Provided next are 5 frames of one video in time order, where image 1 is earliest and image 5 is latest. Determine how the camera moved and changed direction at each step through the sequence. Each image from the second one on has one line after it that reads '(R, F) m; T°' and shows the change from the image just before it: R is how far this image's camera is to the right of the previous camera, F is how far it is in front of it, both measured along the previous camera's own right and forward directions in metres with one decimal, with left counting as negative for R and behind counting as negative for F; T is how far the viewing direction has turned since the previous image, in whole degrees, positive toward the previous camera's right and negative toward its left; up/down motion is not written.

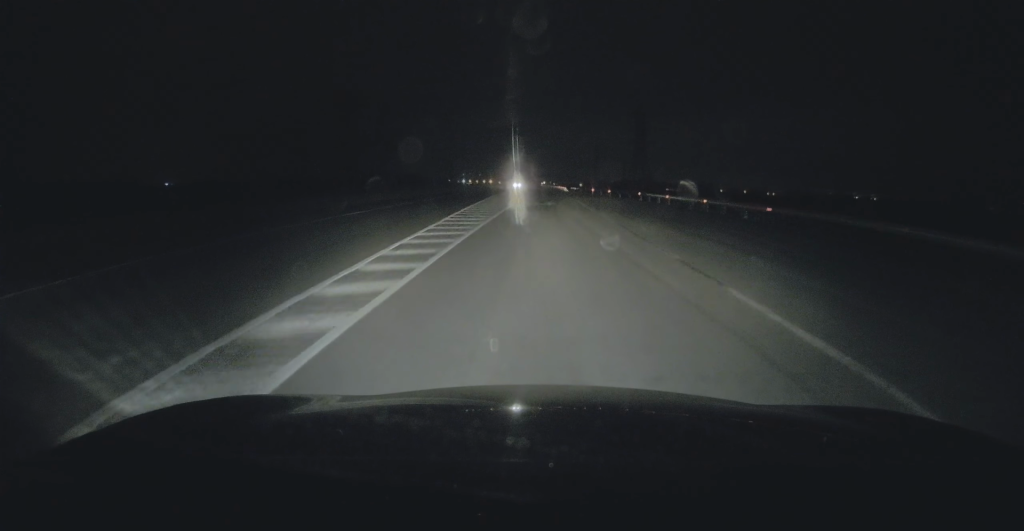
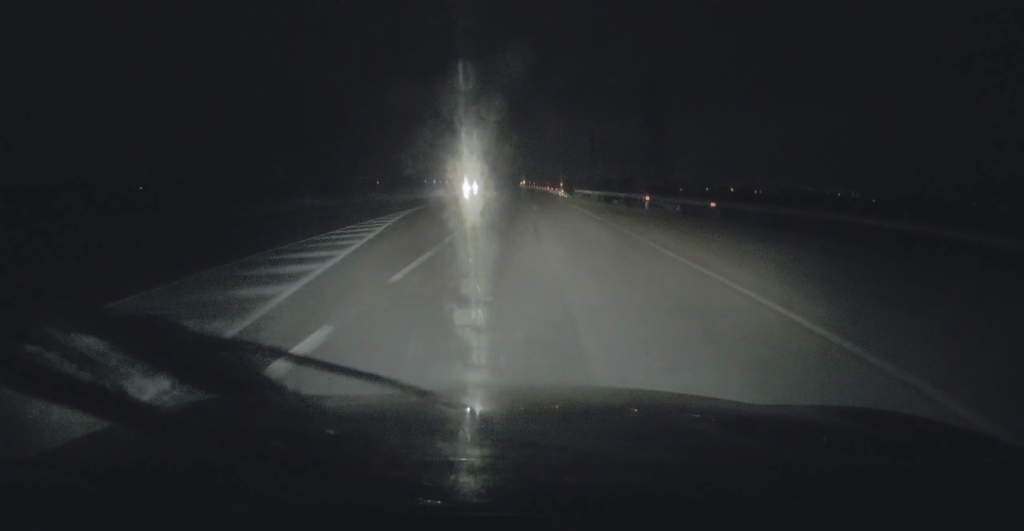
(+0.8, +48.7) m; +2°
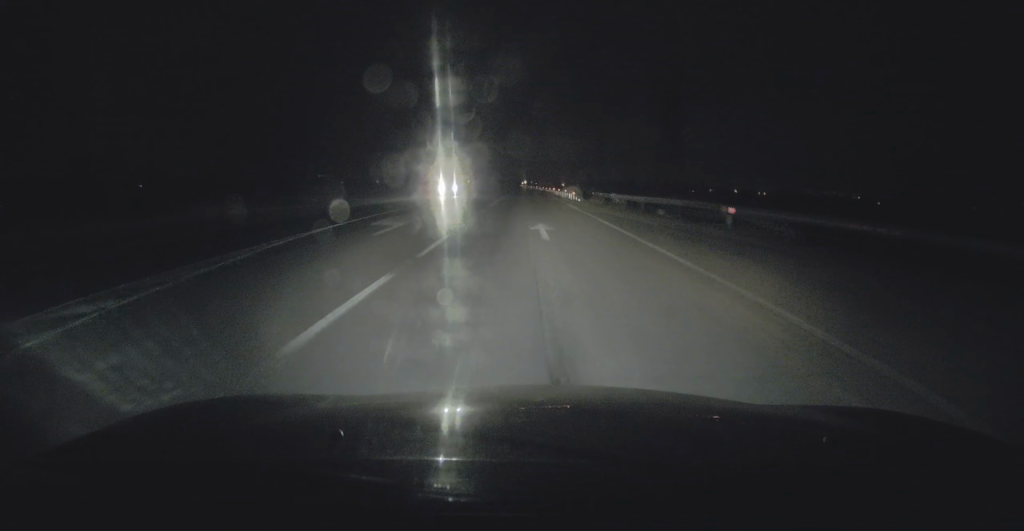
(+0.2, +13.8) m; 0°
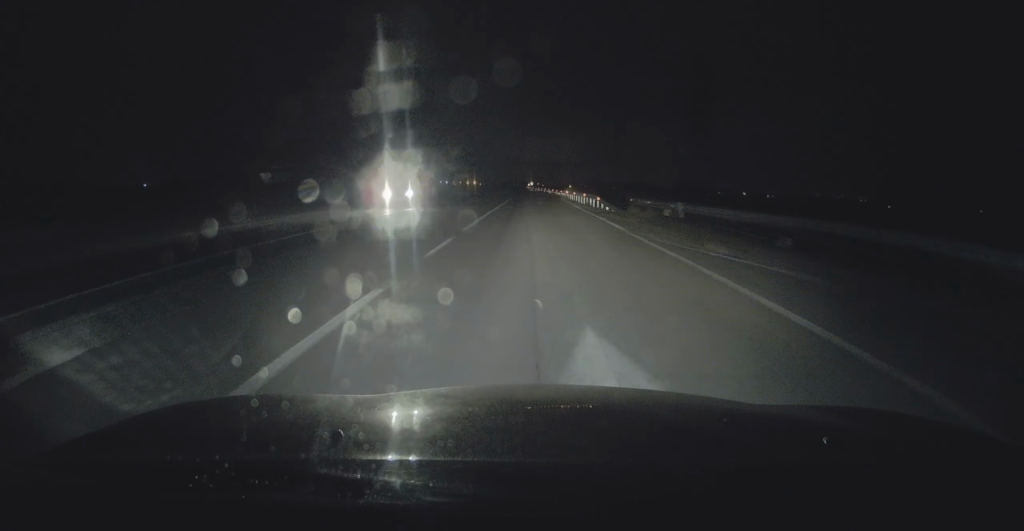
(-0.2, +13.4) m; 0°
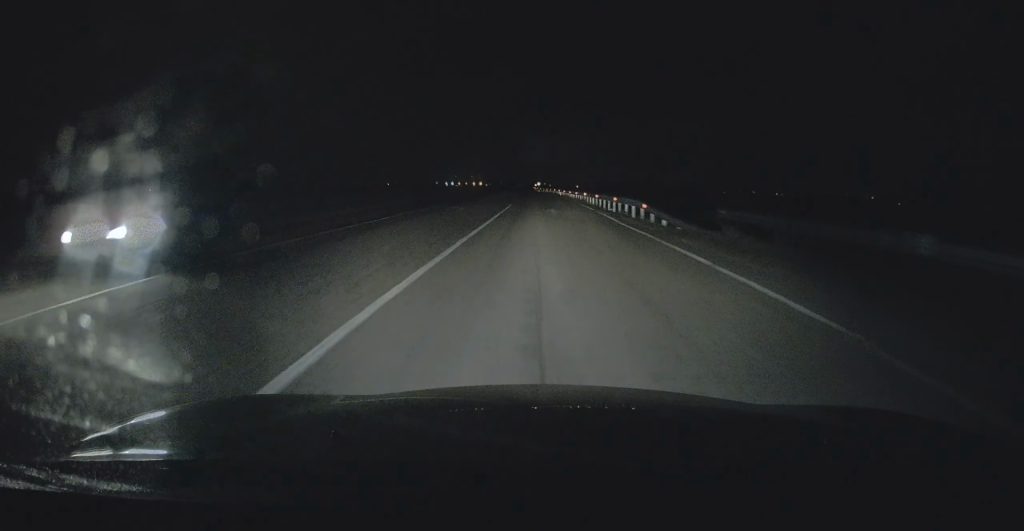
(-0.1, +13.0) m; 0°
